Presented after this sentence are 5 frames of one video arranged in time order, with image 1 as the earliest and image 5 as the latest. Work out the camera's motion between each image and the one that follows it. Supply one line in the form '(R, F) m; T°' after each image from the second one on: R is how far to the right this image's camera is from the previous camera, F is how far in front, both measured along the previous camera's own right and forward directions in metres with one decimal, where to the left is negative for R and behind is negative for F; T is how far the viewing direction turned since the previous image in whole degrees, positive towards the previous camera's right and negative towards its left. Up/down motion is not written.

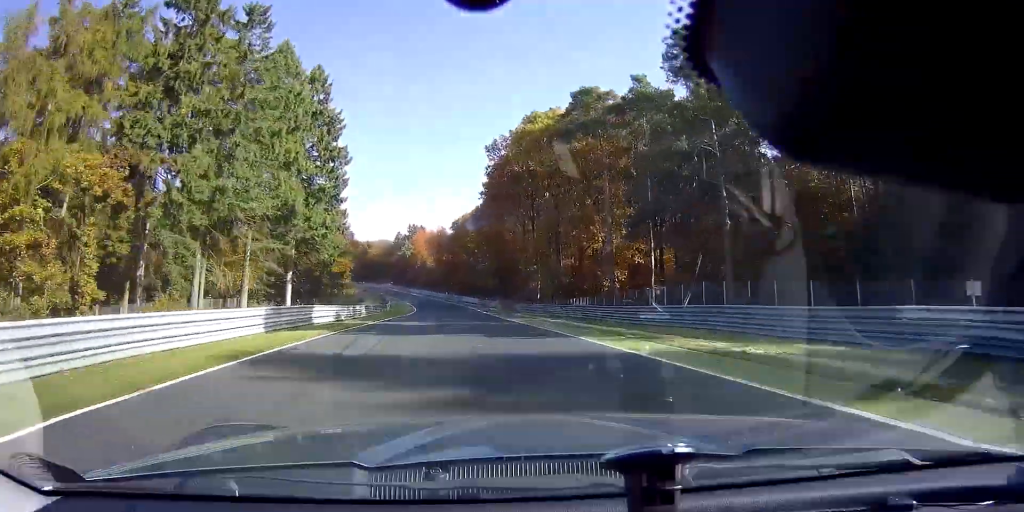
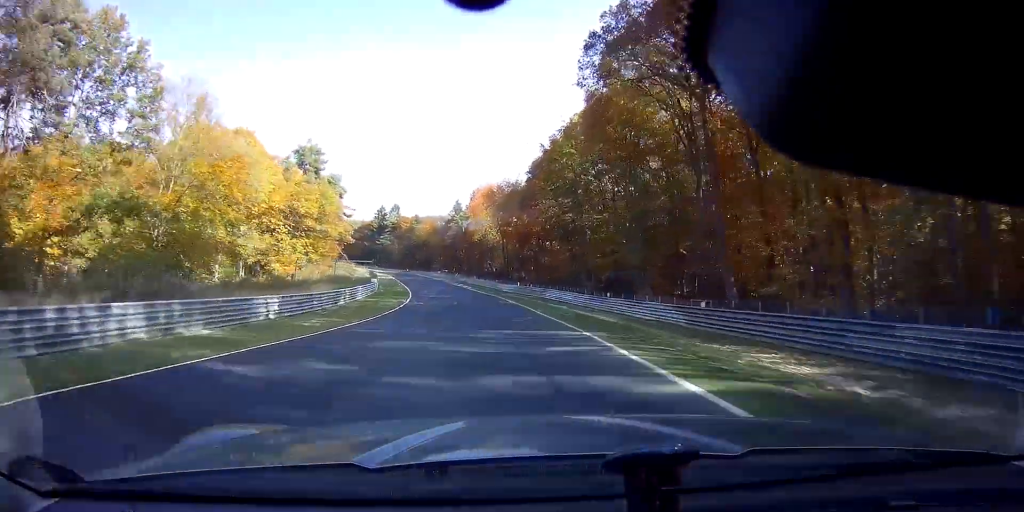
(-6.5, +63.0) m; -11°
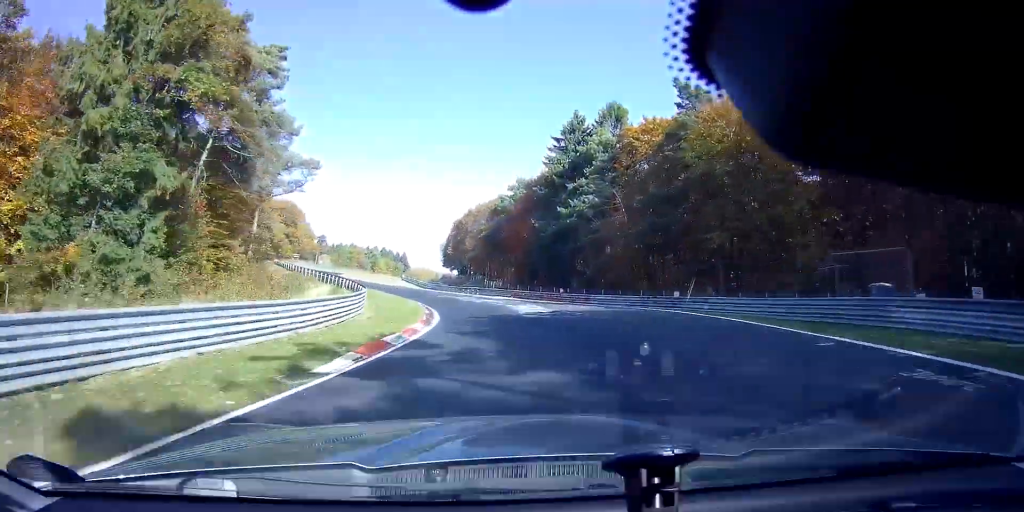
(-23.4, +114.6) m; -30°
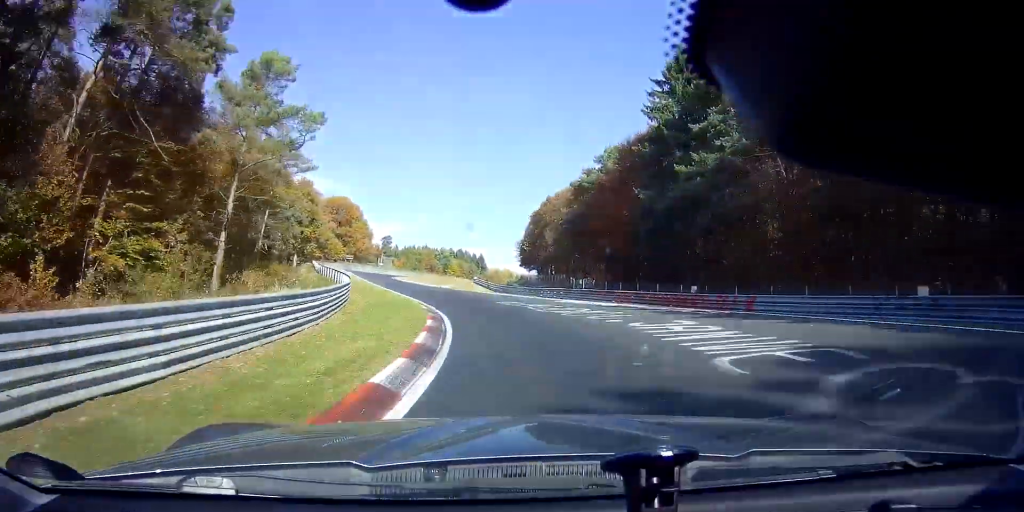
(-1.3, +16.8) m; -7°
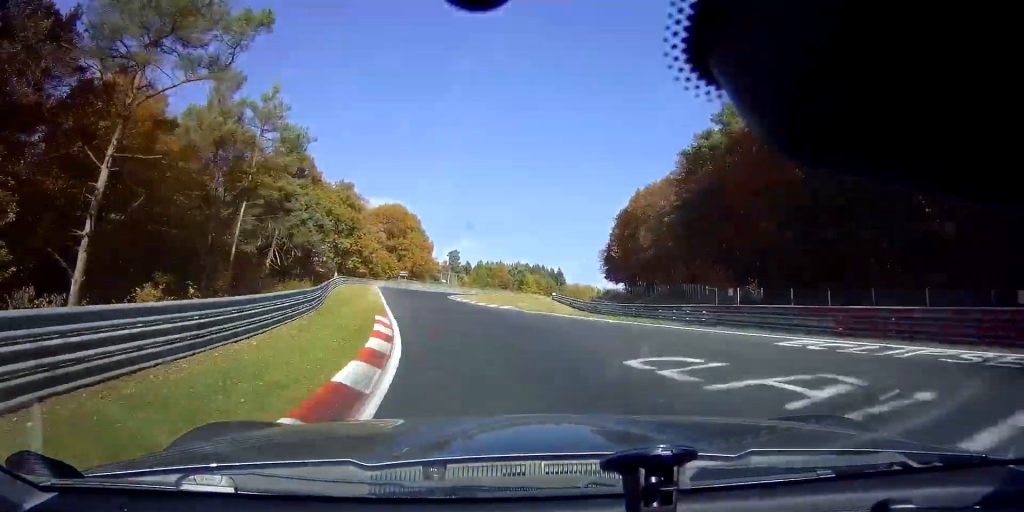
(-0.9, +17.9) m; -8°
